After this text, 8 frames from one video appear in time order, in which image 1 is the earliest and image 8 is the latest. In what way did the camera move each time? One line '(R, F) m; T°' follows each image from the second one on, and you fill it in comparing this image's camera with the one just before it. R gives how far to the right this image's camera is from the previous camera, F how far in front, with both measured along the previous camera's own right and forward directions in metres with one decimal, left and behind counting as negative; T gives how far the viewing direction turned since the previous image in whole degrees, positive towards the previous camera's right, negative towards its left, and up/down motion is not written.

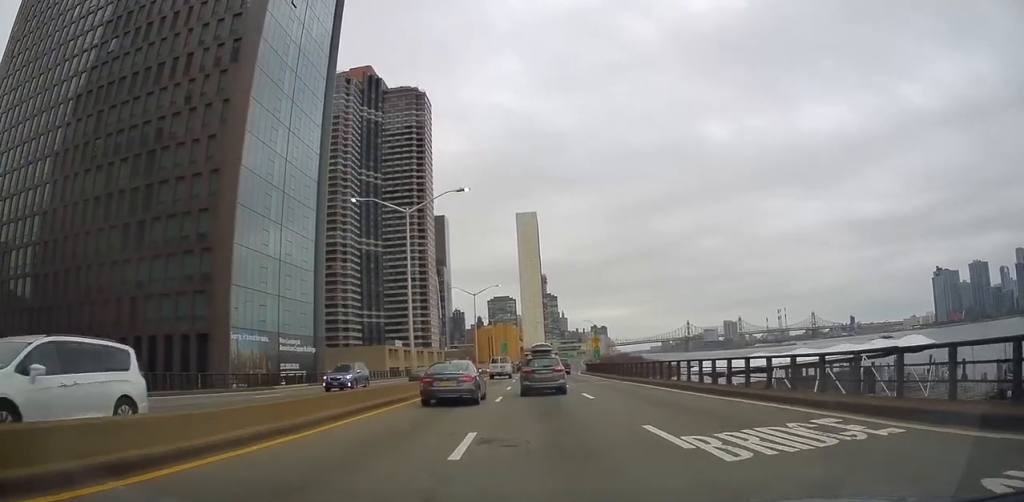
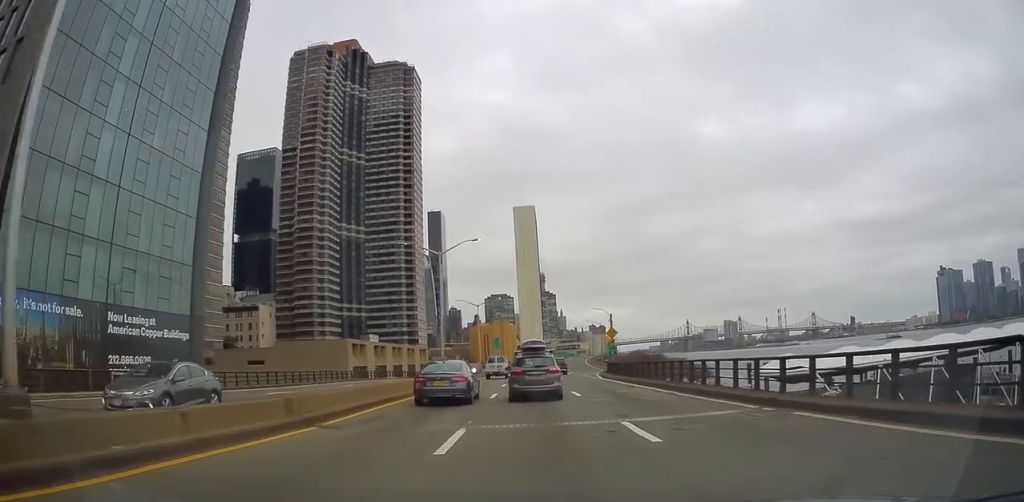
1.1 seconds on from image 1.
(+0.2, +21.9) m; +2°
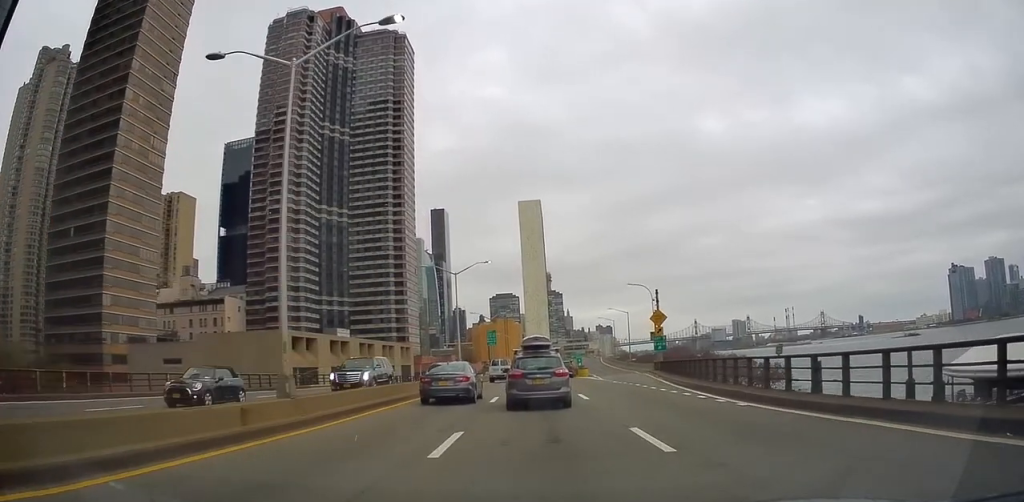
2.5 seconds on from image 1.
(+0.8, +27.0) m; +1°
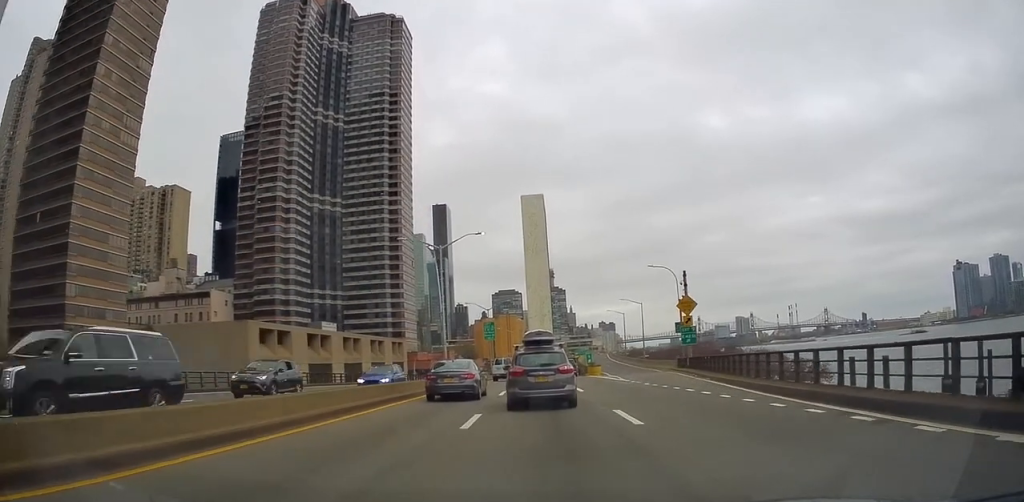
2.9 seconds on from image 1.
(-0.3, +9.7) m; -1°
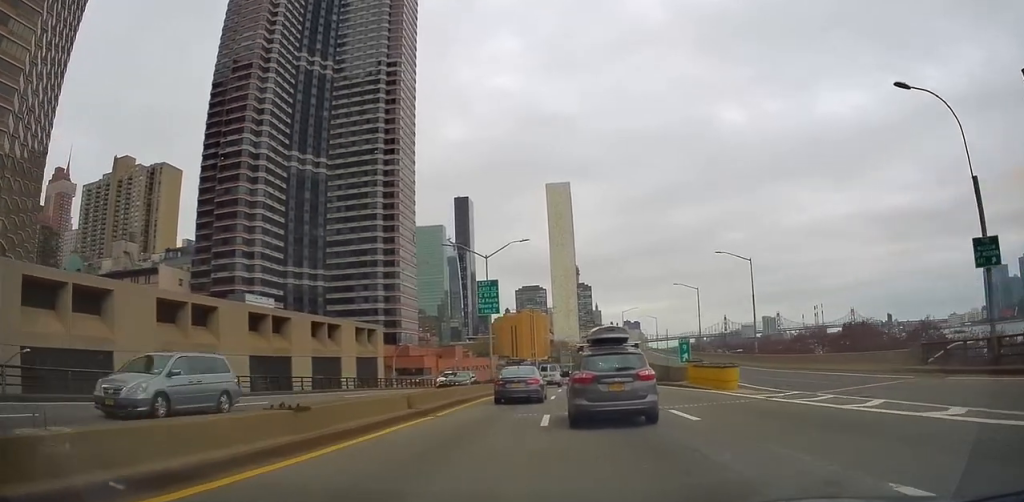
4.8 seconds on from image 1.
(-0.3, +36.1) m; -1°
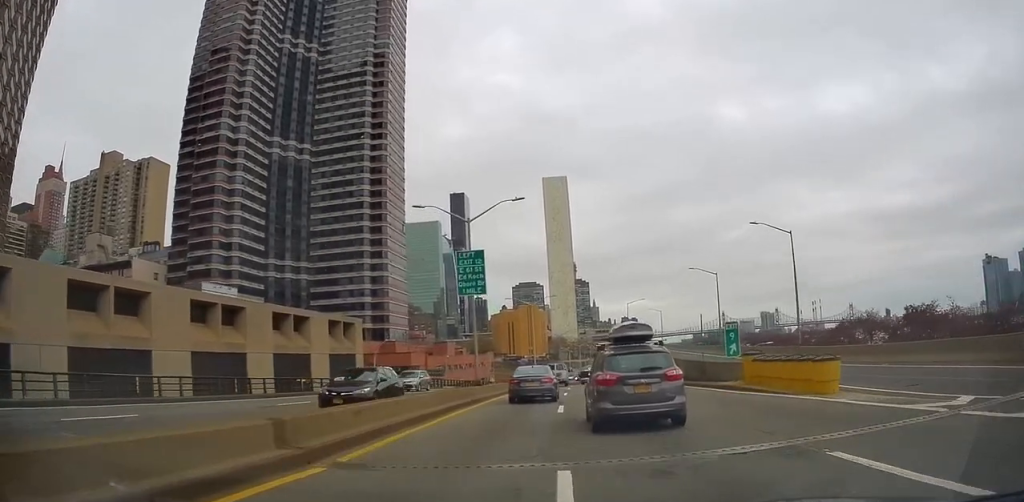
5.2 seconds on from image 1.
(-0.1, +8.9) m; -1°
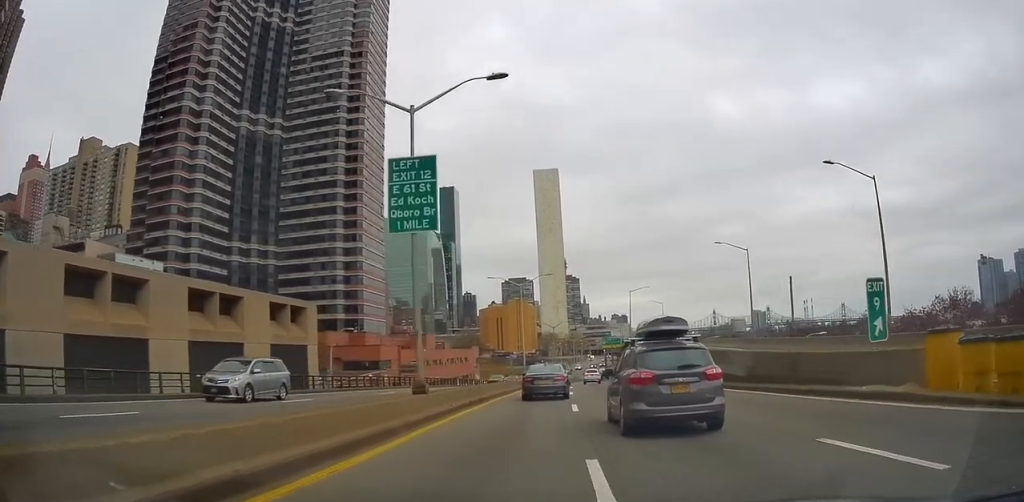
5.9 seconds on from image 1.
(-0.2, +12.3) m; 0°
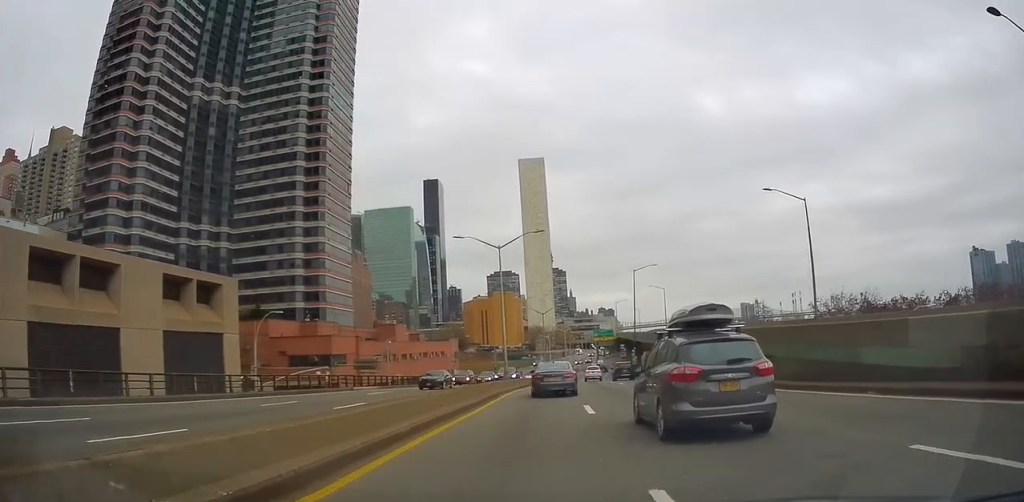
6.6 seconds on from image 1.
(-0.2, +14.0) m; +1°
